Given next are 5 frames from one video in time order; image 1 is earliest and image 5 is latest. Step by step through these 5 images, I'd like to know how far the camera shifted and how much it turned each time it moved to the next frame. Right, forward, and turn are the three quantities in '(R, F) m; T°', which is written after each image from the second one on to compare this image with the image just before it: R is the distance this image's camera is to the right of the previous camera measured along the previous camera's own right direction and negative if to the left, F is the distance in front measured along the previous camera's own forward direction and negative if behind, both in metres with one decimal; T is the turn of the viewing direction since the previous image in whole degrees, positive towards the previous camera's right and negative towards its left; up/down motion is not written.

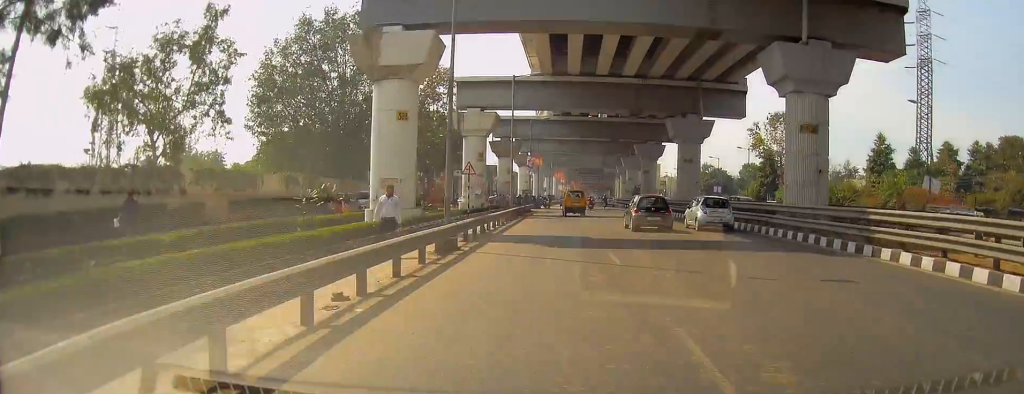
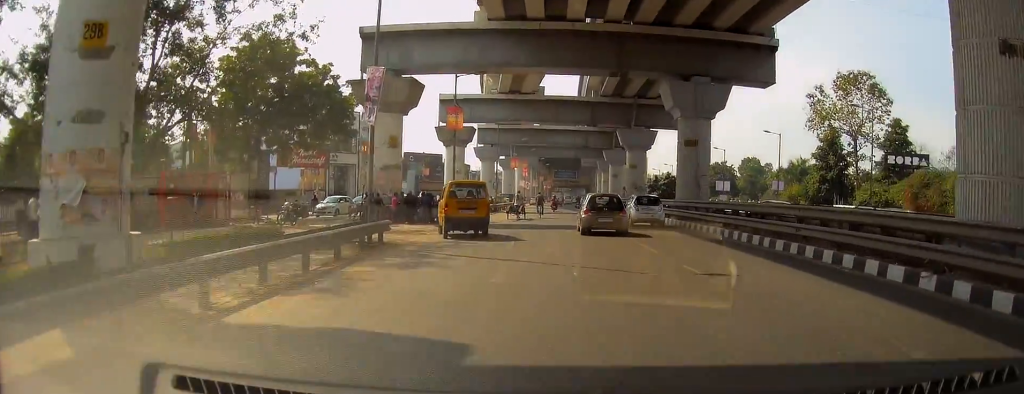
(+0.6, +39.2) m; +2°
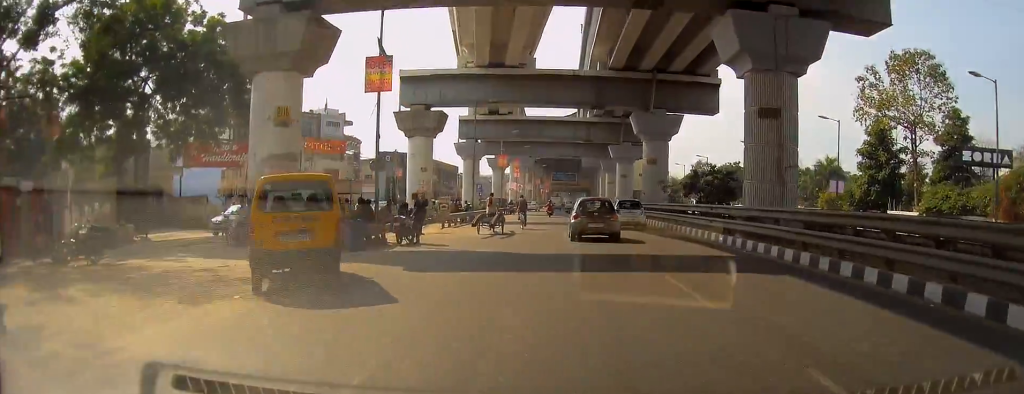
(0.0, +13.2) m; 0°
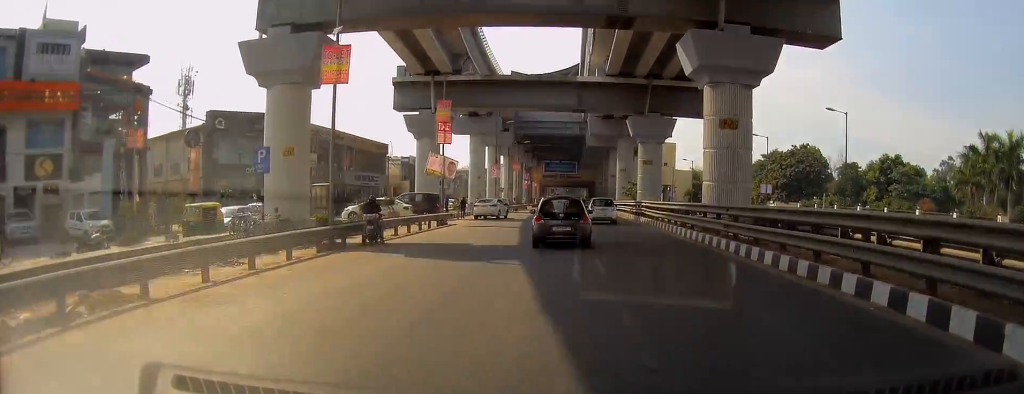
(+0.8, +44.4) m; +2°
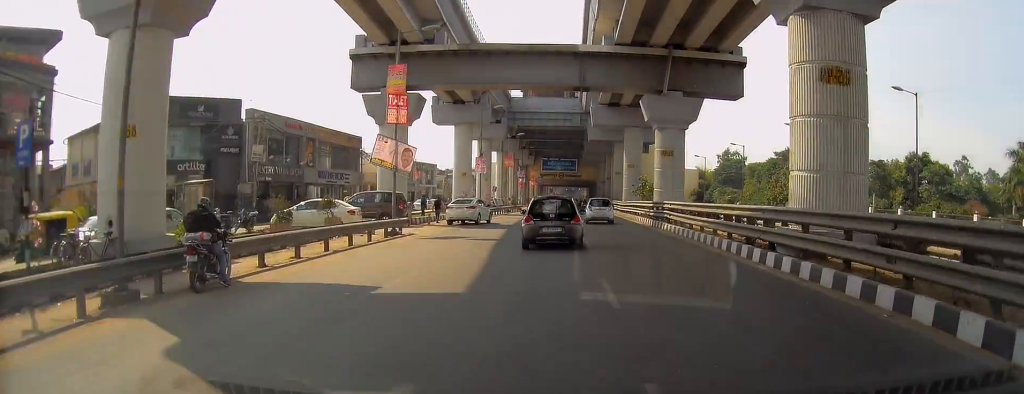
(0.0, +9.2) m; 0°
